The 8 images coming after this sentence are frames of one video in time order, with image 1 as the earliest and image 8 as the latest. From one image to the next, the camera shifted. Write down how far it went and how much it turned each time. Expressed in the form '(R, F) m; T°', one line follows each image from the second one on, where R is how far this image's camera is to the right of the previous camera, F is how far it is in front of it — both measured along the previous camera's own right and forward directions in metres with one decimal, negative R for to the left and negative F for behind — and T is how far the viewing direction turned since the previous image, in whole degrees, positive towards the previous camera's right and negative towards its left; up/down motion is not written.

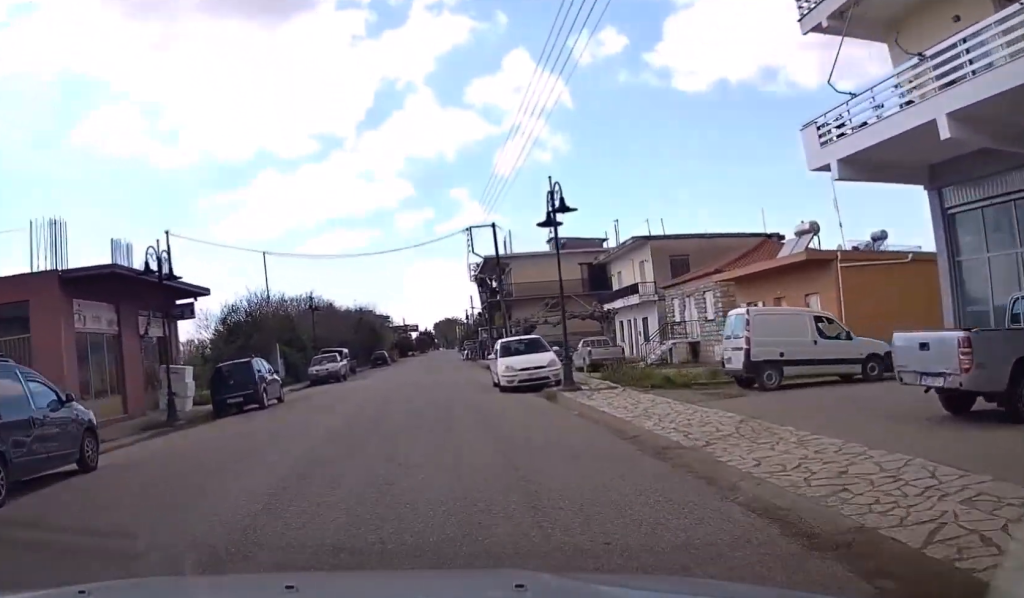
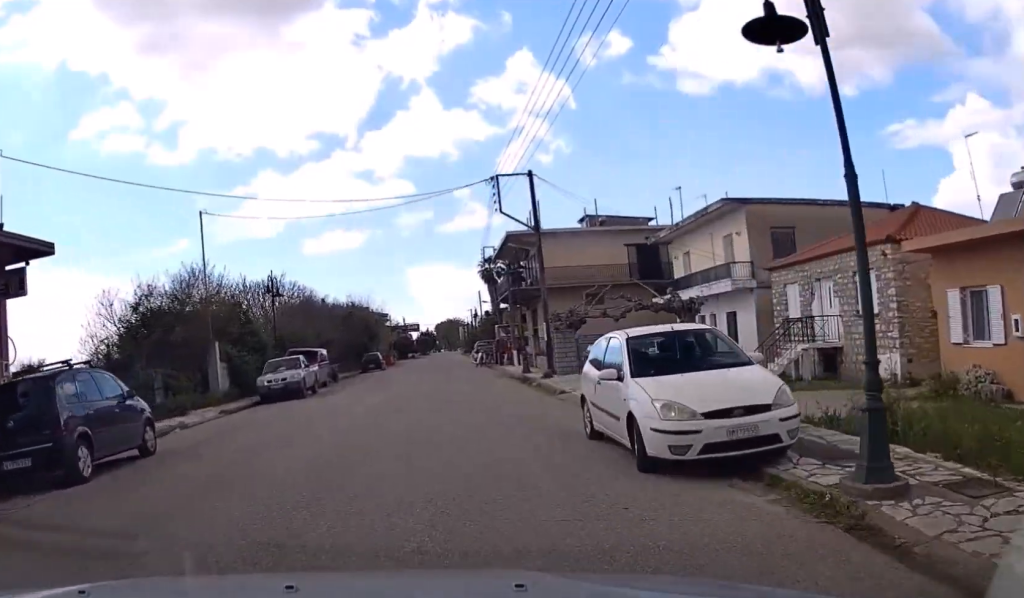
(+0.2, +13.2) m; +1°
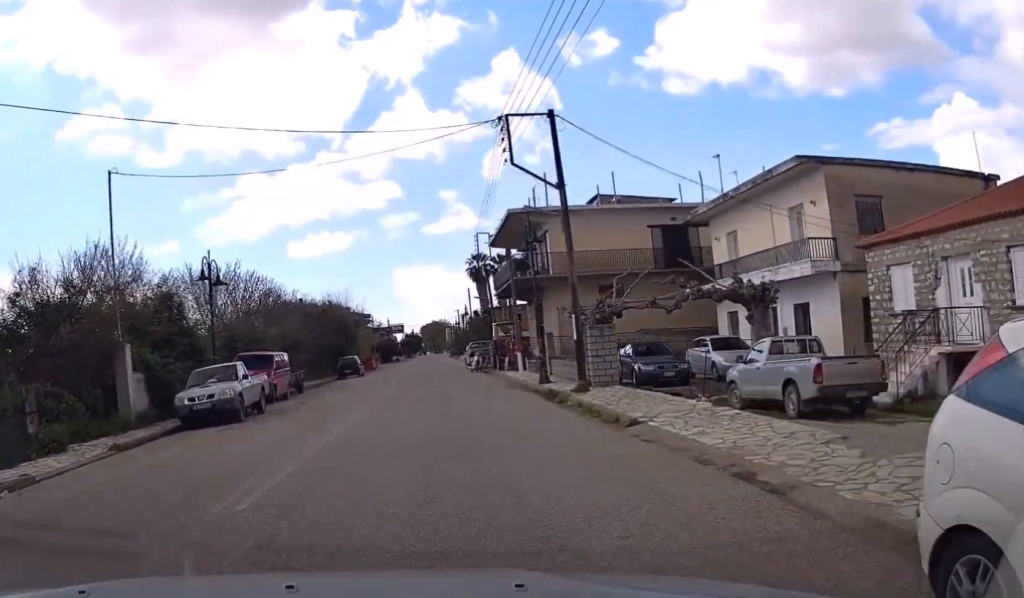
(0.0, +7.5) m; +1°
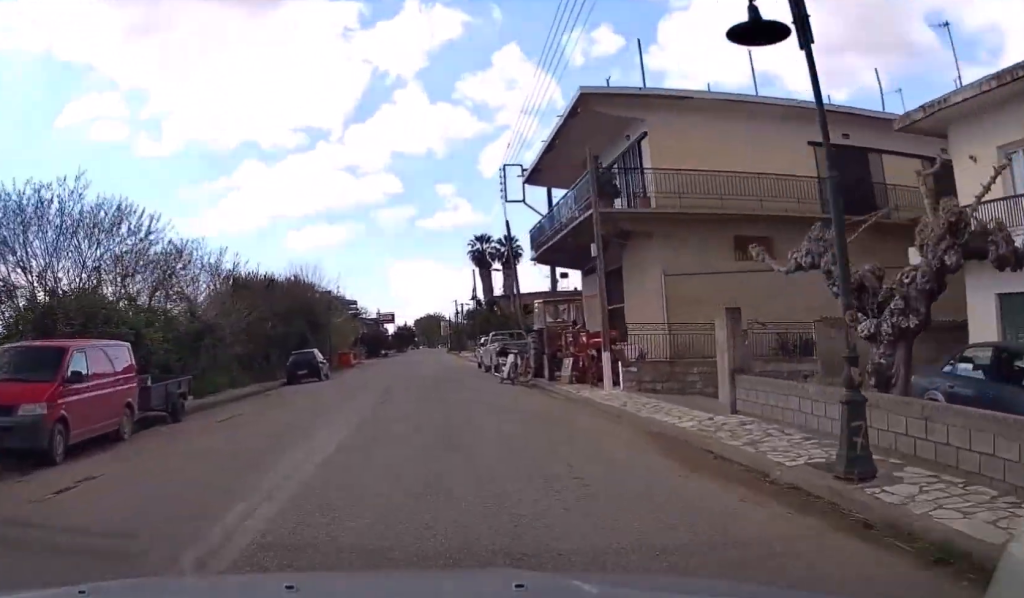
(+0.3, +17.6) m; +1°
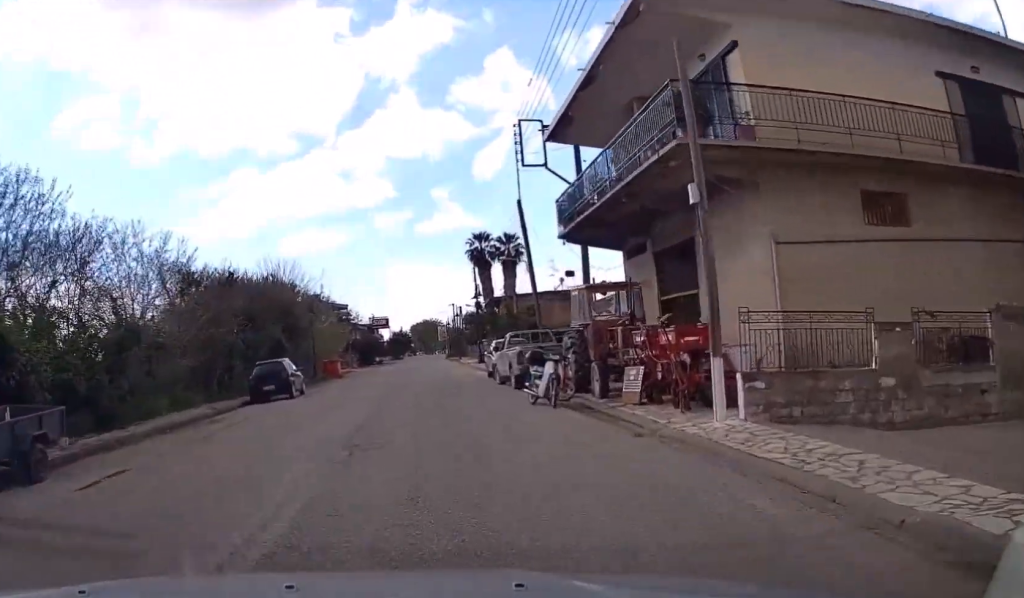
(0.0, +7.3) m; 0°
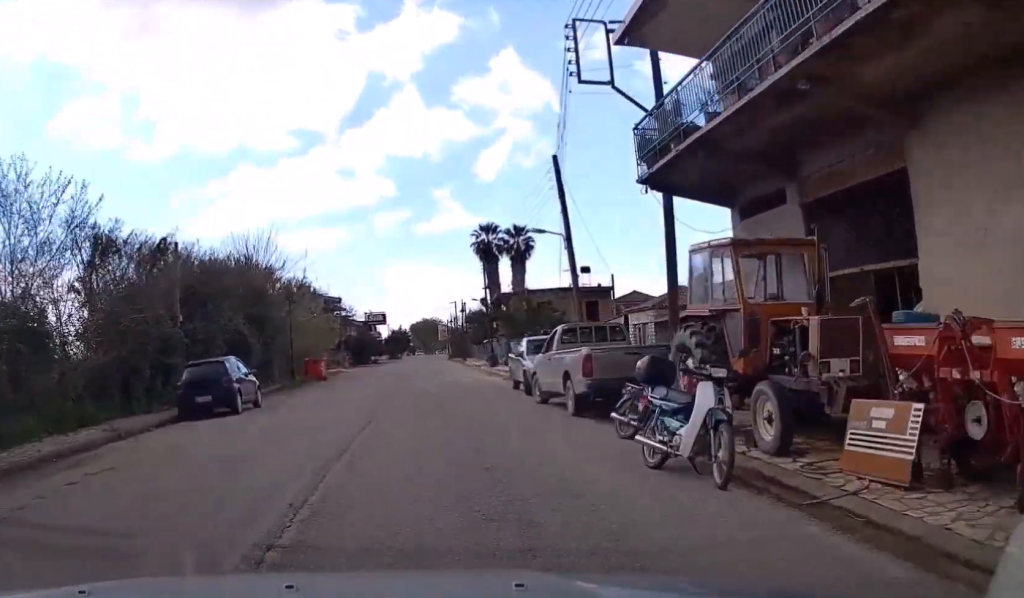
(0.0, +8.2) m; 0°
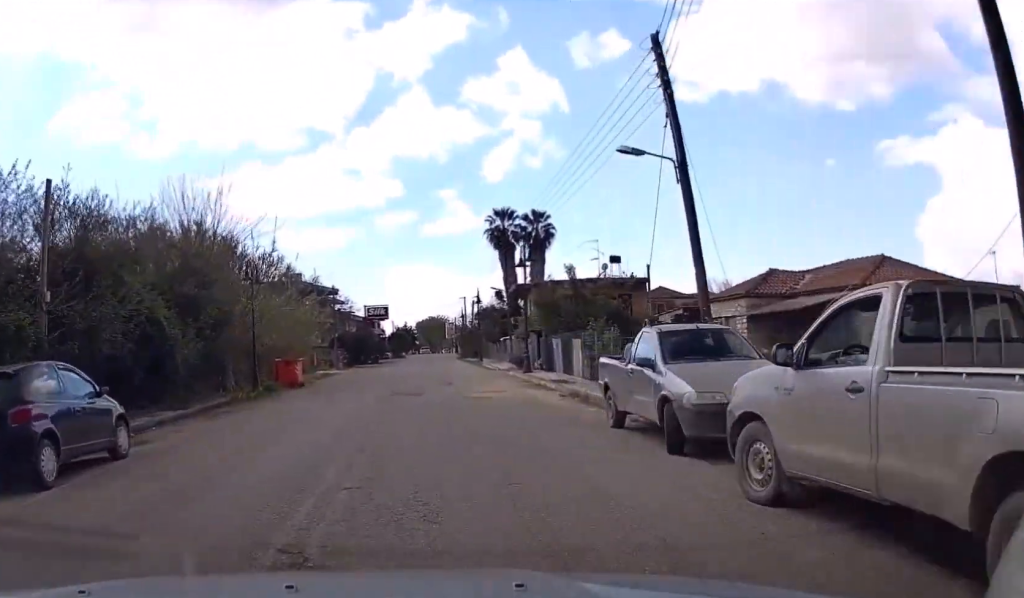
(0.0, +10.9) m; 0°
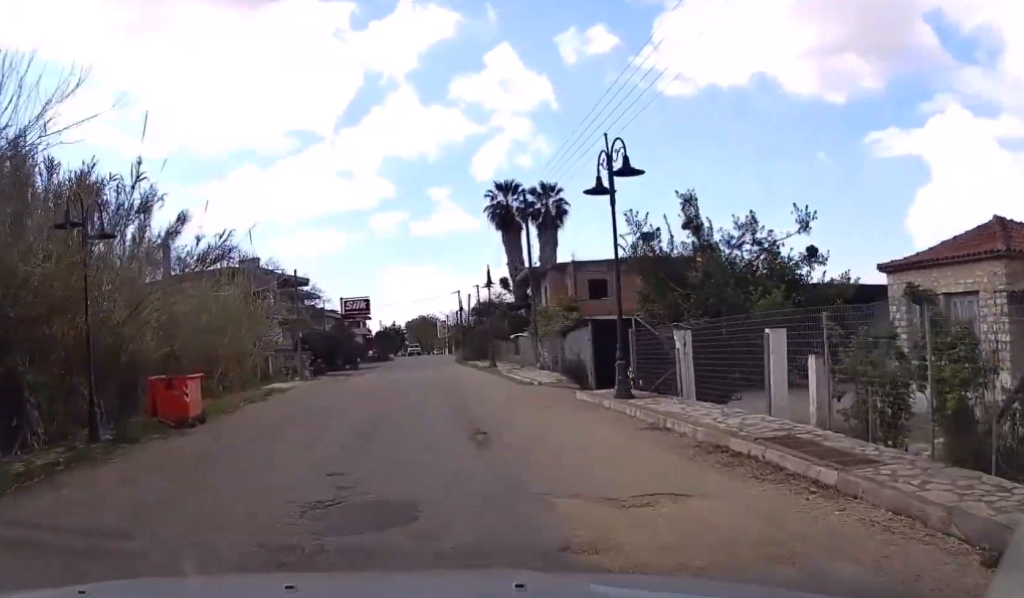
(0.0, +15.2) m; 0°
